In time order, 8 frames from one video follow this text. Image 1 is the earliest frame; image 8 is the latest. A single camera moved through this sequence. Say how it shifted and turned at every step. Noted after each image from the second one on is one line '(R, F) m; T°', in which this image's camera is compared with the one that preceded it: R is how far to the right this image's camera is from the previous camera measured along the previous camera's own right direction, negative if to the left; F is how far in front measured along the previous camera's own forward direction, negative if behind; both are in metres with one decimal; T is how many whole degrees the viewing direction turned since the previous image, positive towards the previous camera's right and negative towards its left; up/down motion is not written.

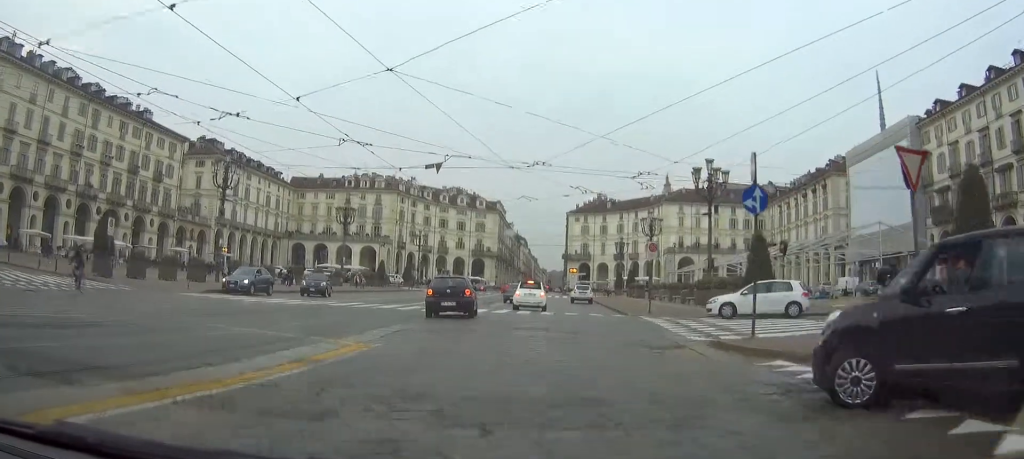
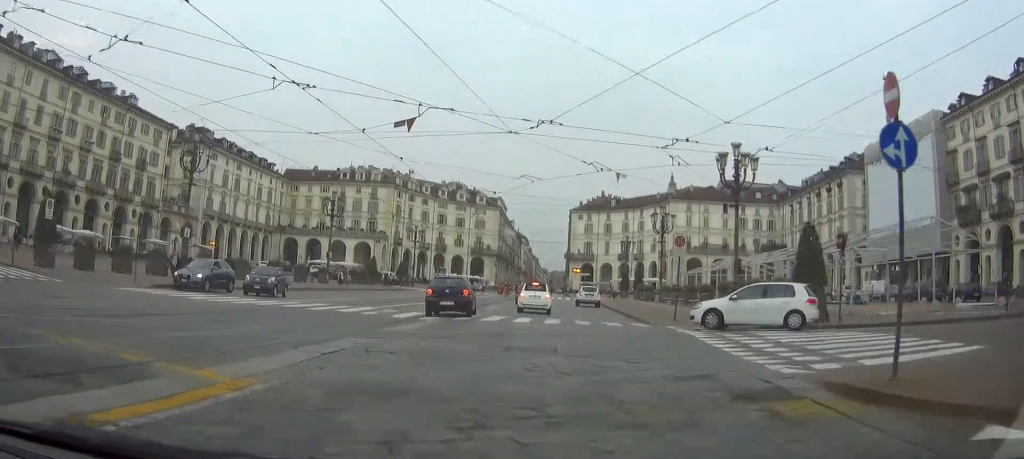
(0.0, +5.8) m; 0°
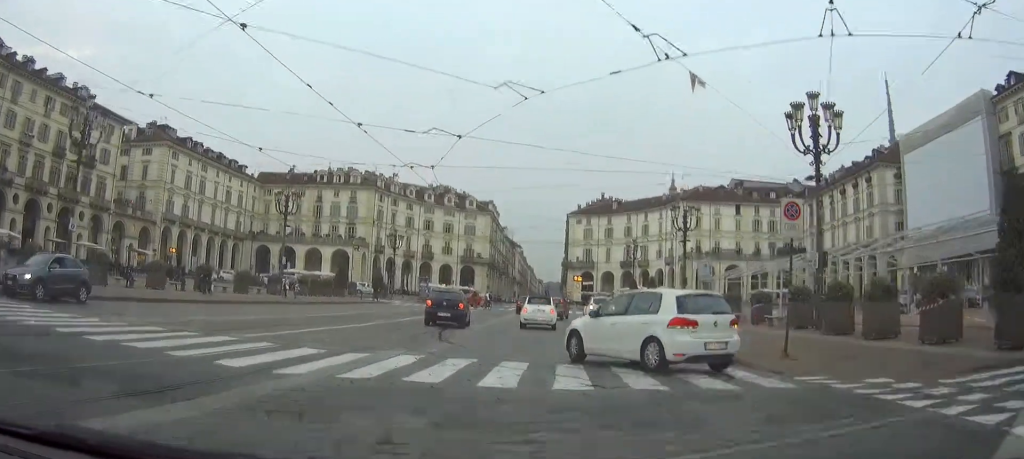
(-0.1, +12.5) m; -2°
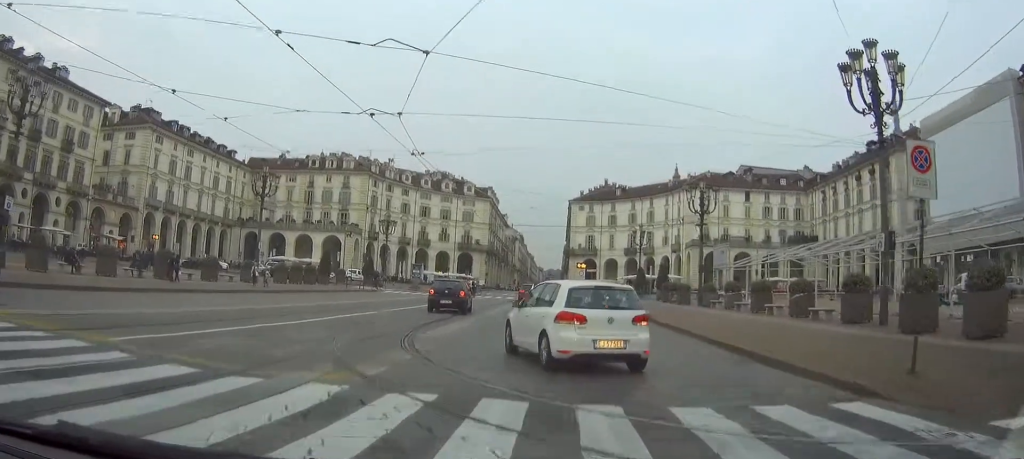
(-0.1, +5.5) m; -1°
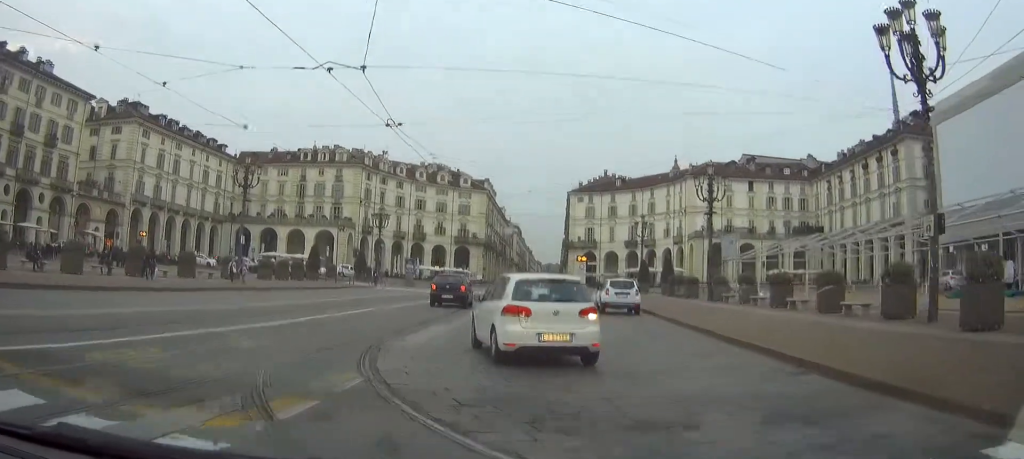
(0.0, +3.3) m; 0°
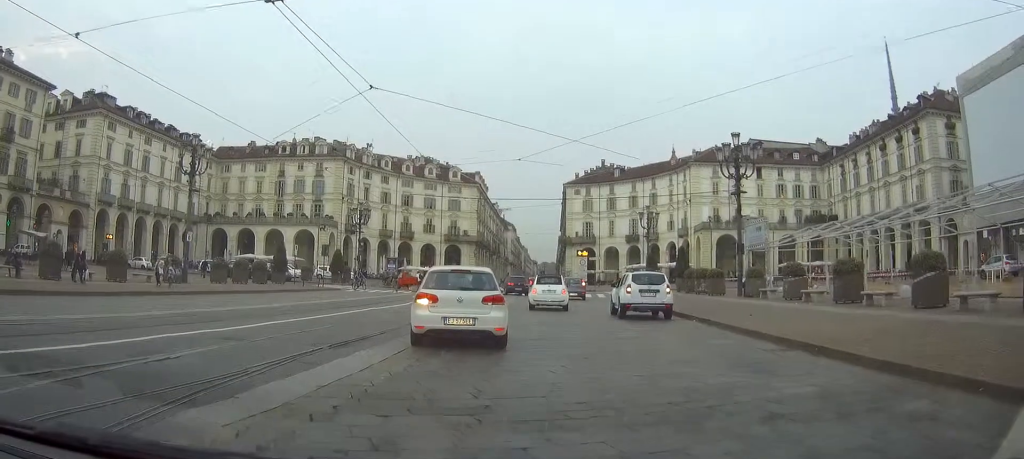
(0.0, +8.2) m; +1°
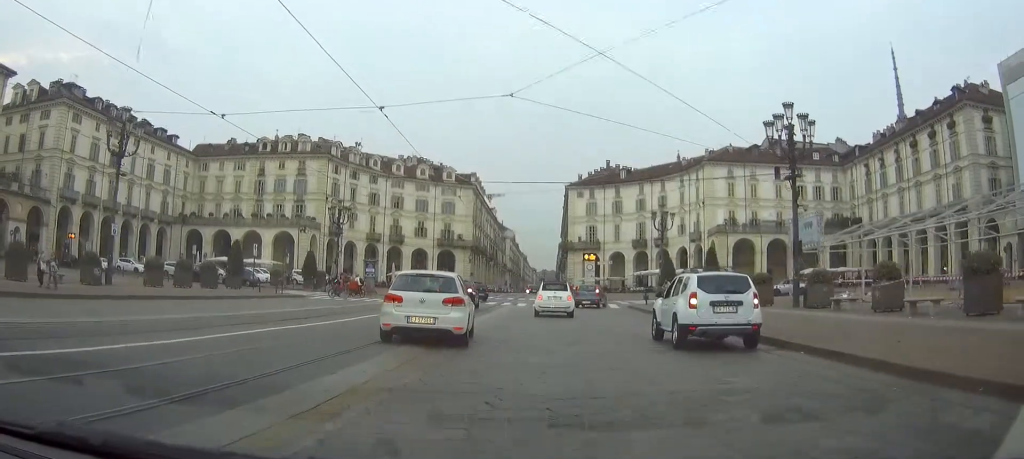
(+0.2, +9.3) m; +2°
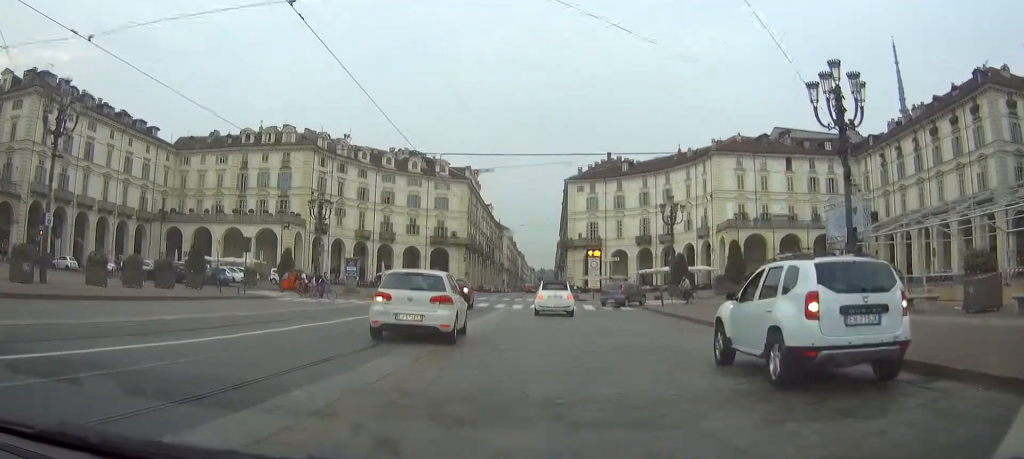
(0.0, +6.1) m; +1°
